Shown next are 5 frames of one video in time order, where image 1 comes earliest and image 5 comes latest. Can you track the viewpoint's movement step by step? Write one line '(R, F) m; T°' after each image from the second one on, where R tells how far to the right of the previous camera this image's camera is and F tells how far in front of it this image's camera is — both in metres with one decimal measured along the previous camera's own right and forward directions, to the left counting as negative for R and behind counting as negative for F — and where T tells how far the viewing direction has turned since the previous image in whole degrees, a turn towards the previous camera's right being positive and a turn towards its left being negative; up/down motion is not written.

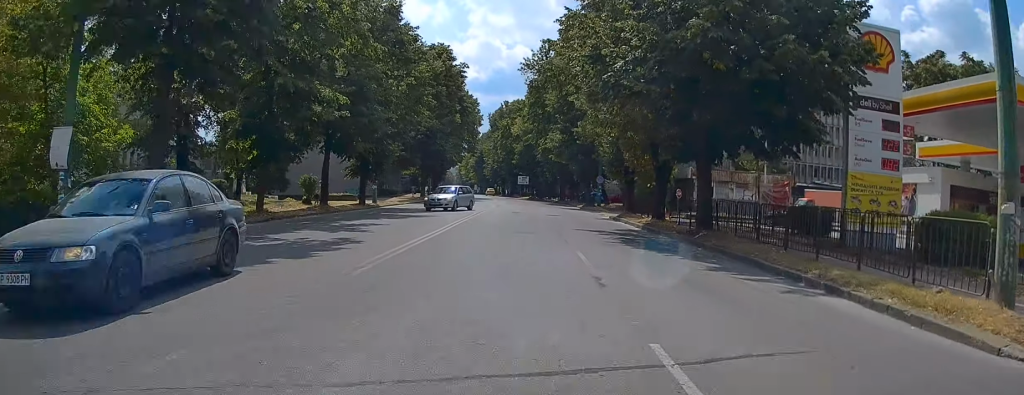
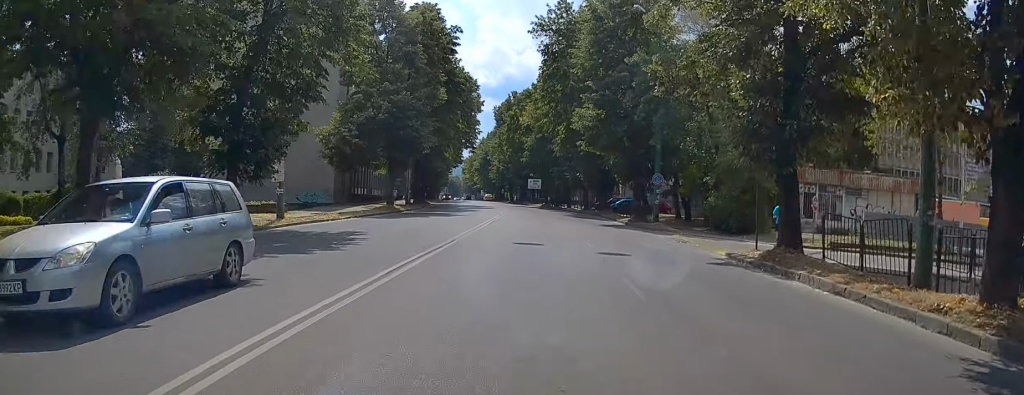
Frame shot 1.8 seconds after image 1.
(+0.2, +21.0) m; 0°
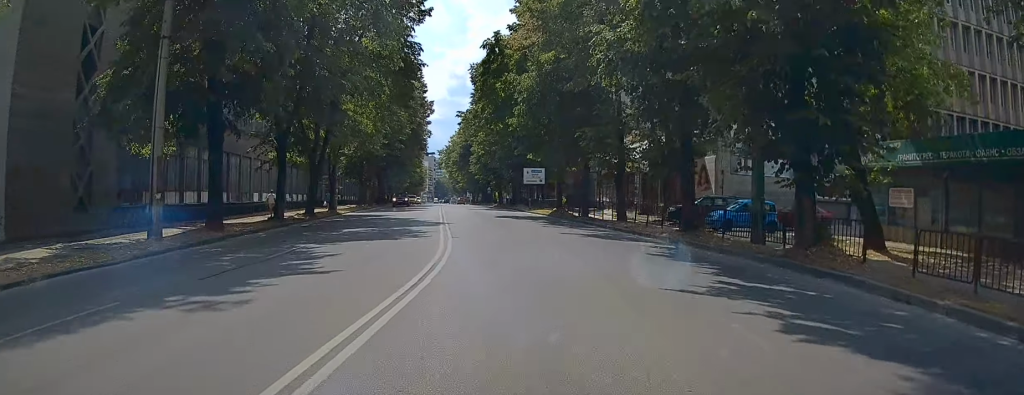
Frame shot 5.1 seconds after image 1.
(-0.7, +40.9) m; -1°
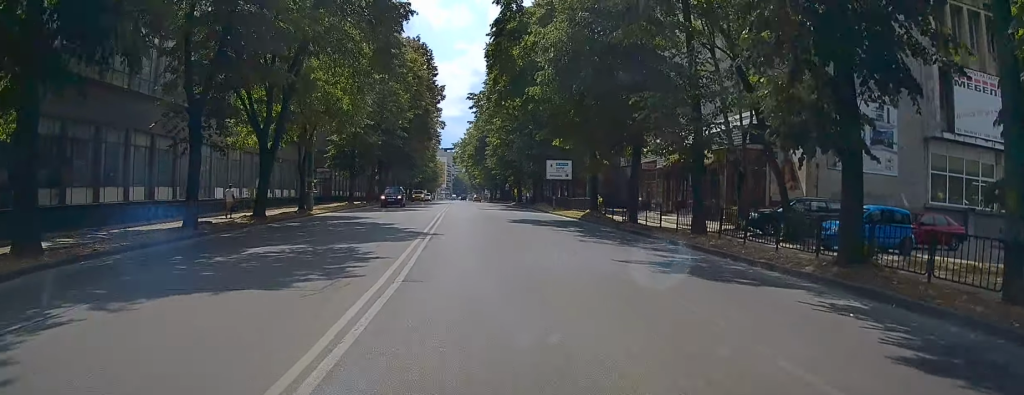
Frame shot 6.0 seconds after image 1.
(-0.1, +10.4) m; -1°
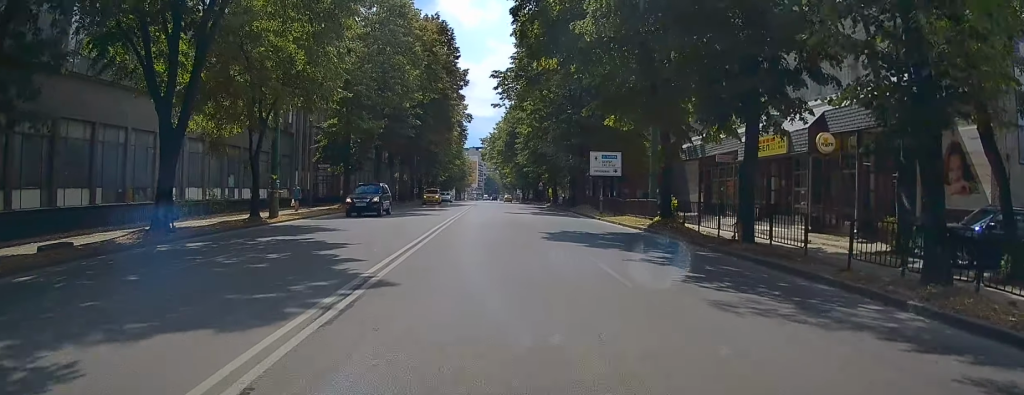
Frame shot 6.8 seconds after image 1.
(-0.1, +10.8) m; -1°
